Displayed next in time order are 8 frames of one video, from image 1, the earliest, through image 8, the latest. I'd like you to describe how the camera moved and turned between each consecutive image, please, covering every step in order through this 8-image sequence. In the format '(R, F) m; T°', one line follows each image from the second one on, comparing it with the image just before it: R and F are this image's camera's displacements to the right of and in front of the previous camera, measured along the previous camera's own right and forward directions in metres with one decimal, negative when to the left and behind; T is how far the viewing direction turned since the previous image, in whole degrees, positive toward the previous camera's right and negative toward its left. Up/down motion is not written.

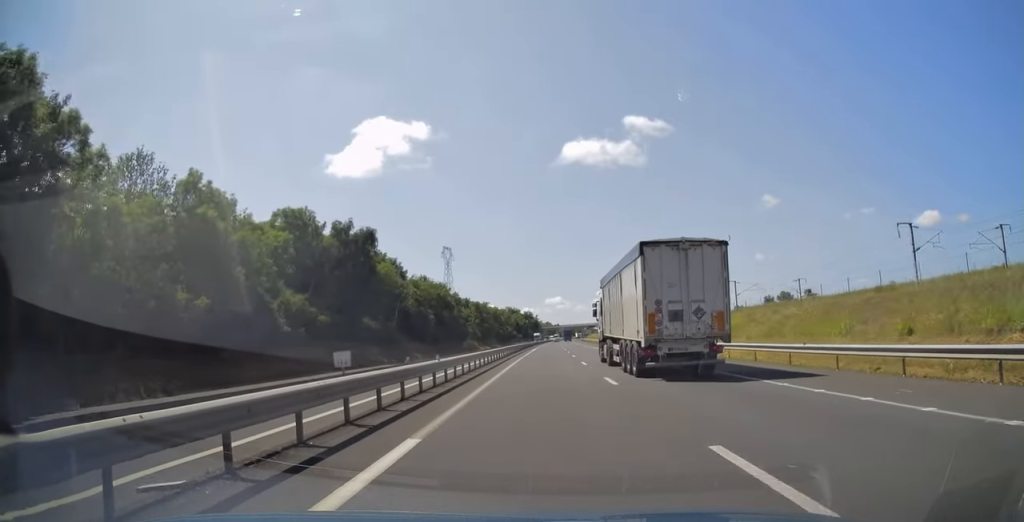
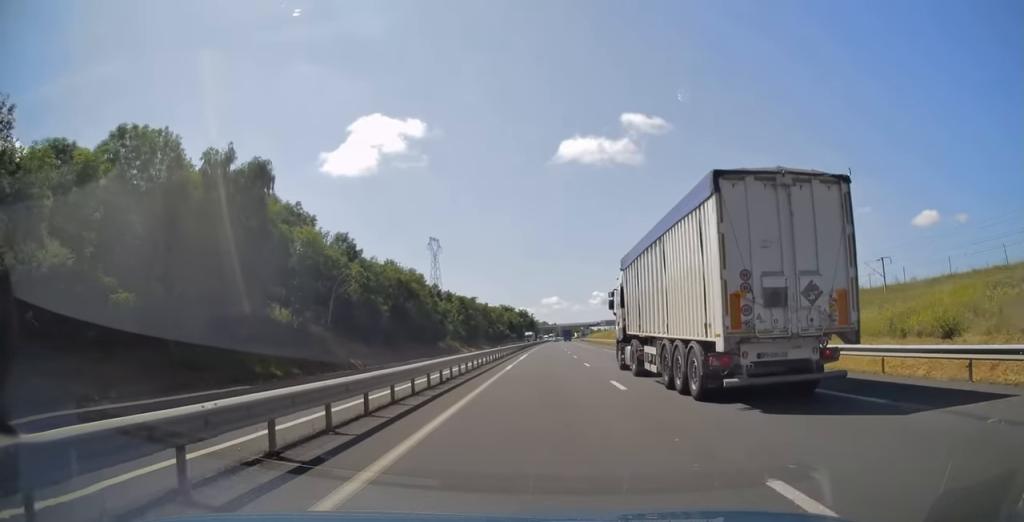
(+0.2, +27.9) m; 0°
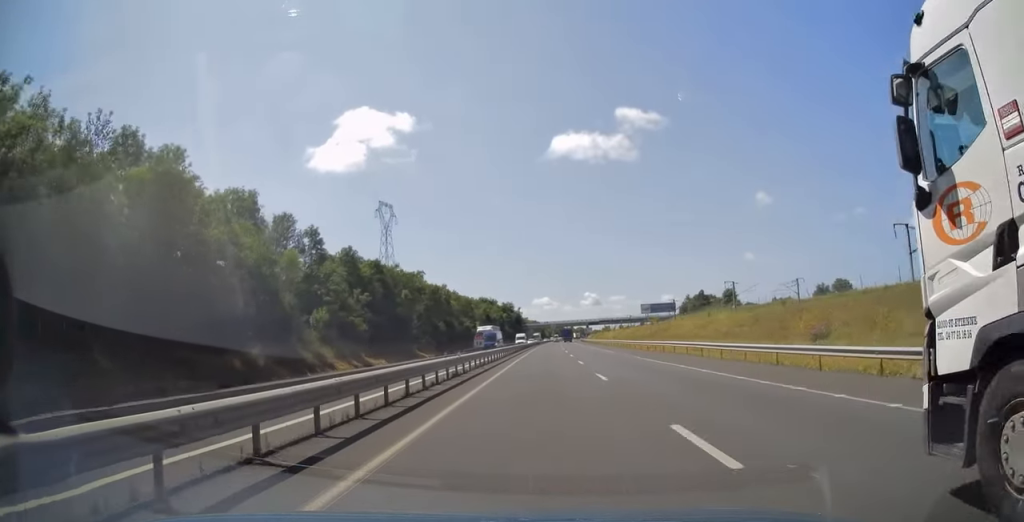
(+0.4, +78.2) m; +1°
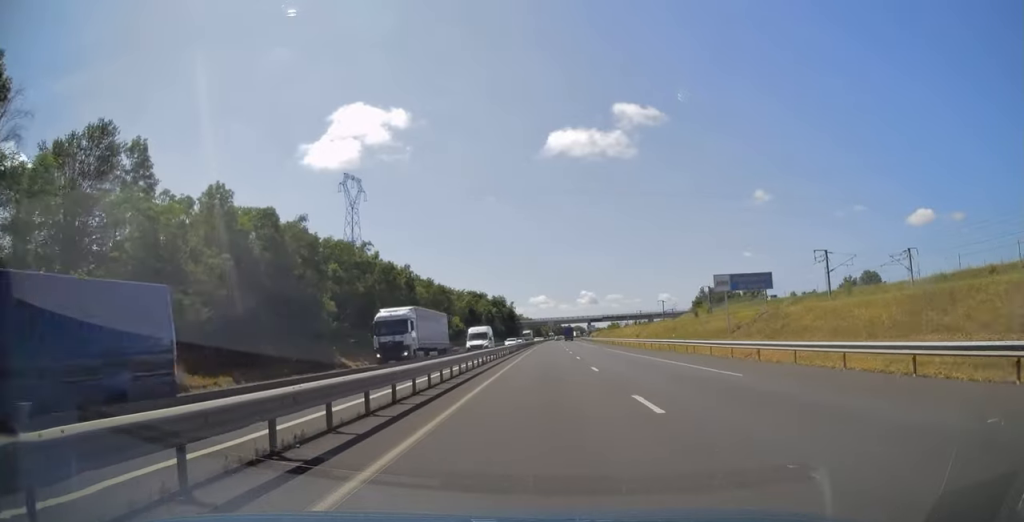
(+0.1, +31.4) m; 0°
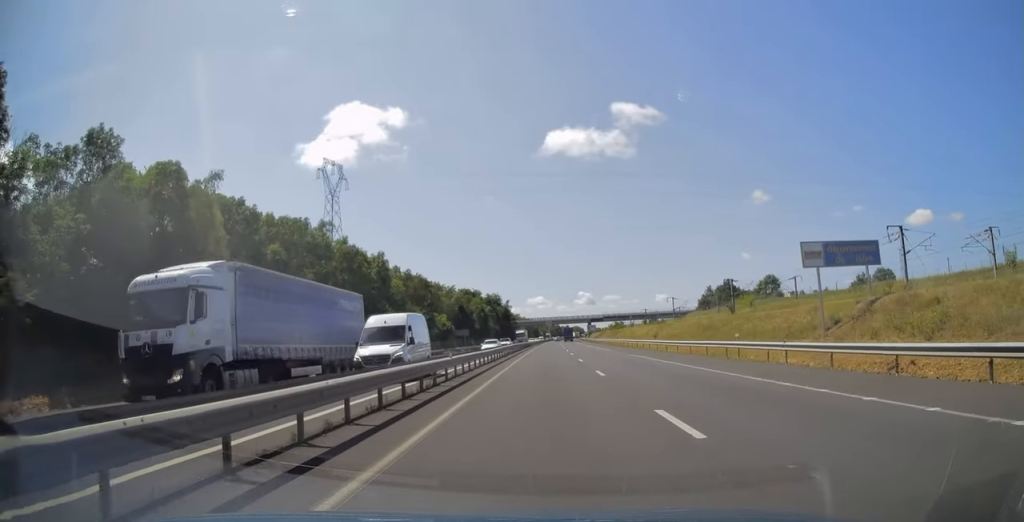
(+0.1, +14.0) m; 0°
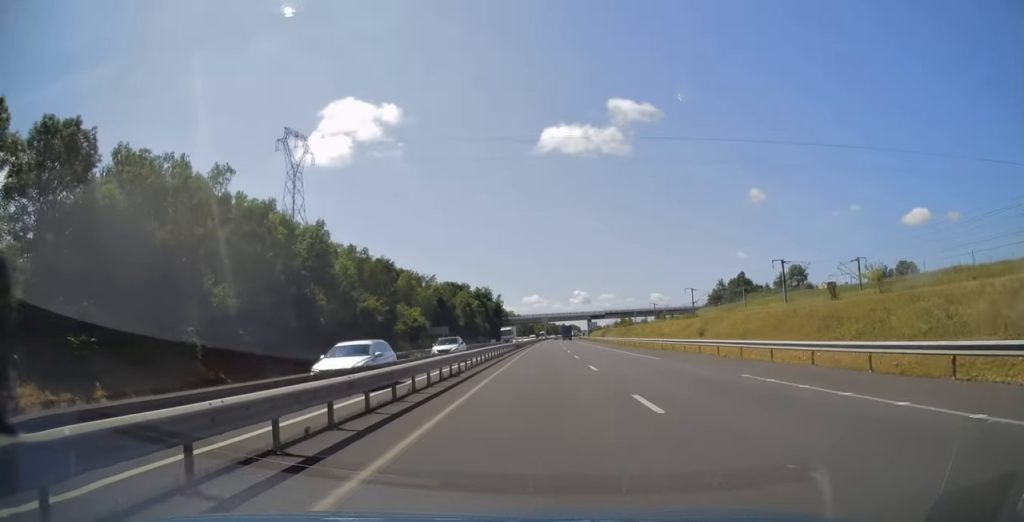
(+0.1, +21.0) m; 0°
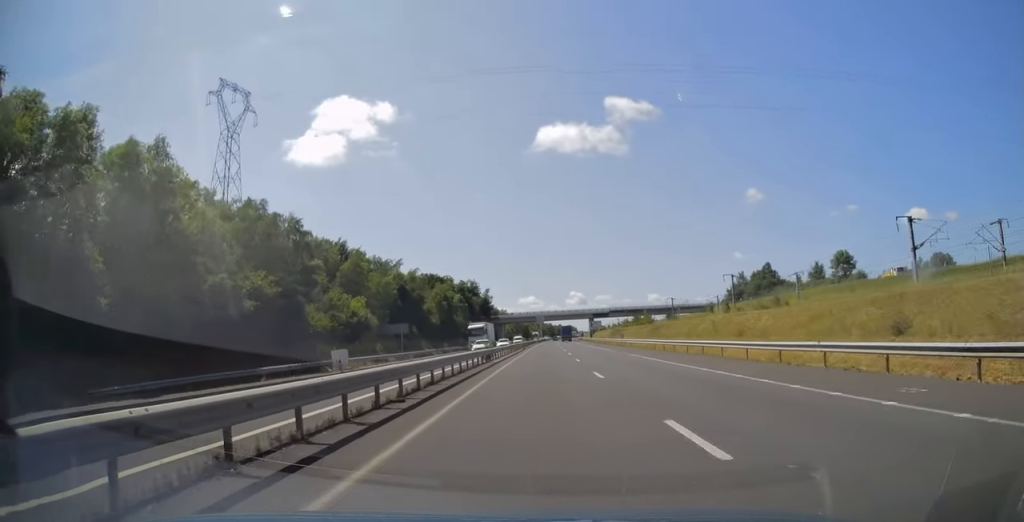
(0.0, +27.8) m; 0°
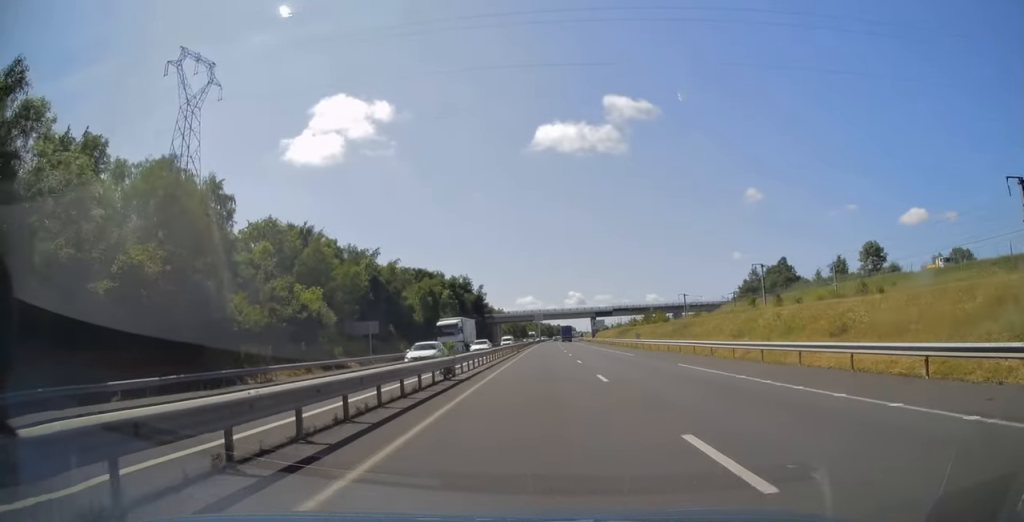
(0.0, +13.5) m; 0°
